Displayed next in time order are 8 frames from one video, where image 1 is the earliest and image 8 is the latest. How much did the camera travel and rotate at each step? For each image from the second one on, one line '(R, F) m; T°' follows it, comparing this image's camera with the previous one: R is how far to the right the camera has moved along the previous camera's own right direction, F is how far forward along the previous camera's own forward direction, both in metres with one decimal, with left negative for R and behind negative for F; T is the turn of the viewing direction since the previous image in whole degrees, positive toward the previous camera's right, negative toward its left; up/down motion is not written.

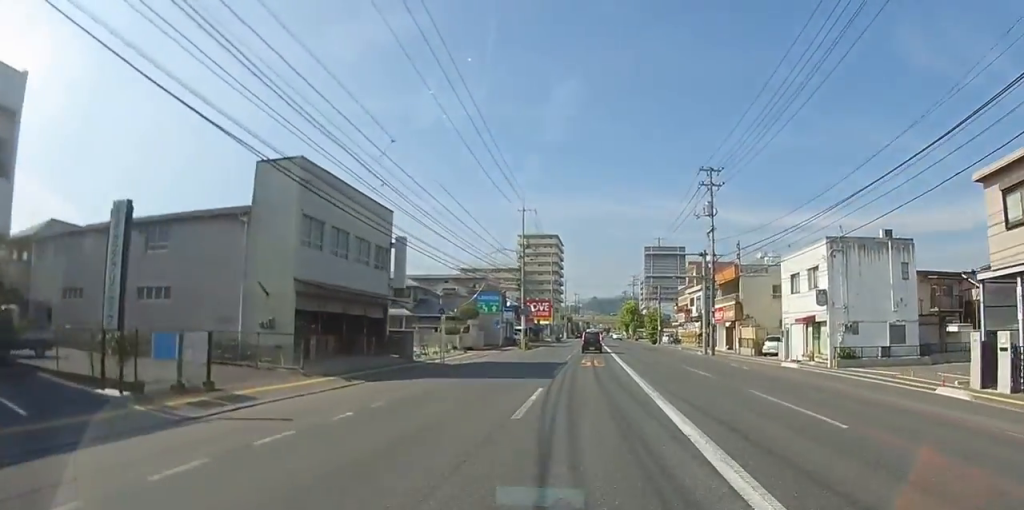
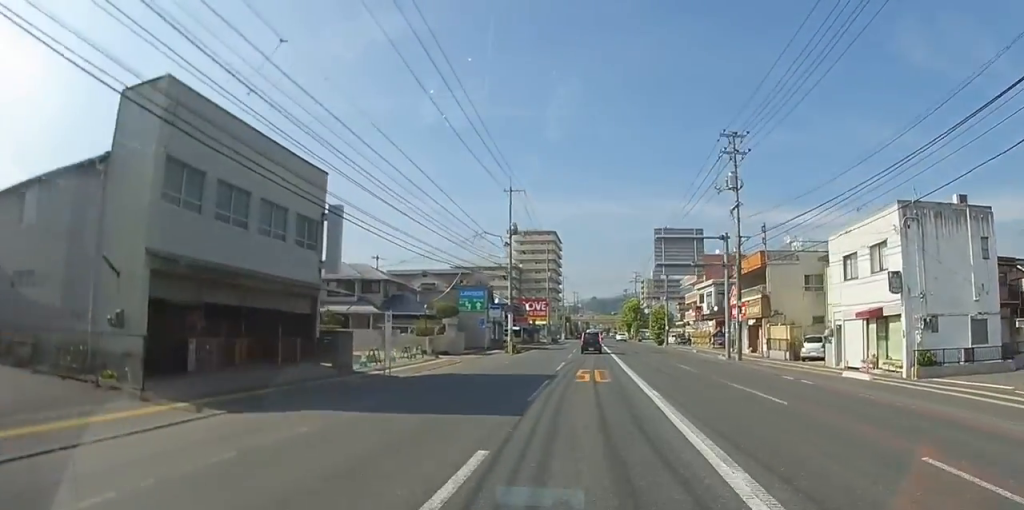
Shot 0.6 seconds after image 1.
(0.0, +7.5) m; 0°
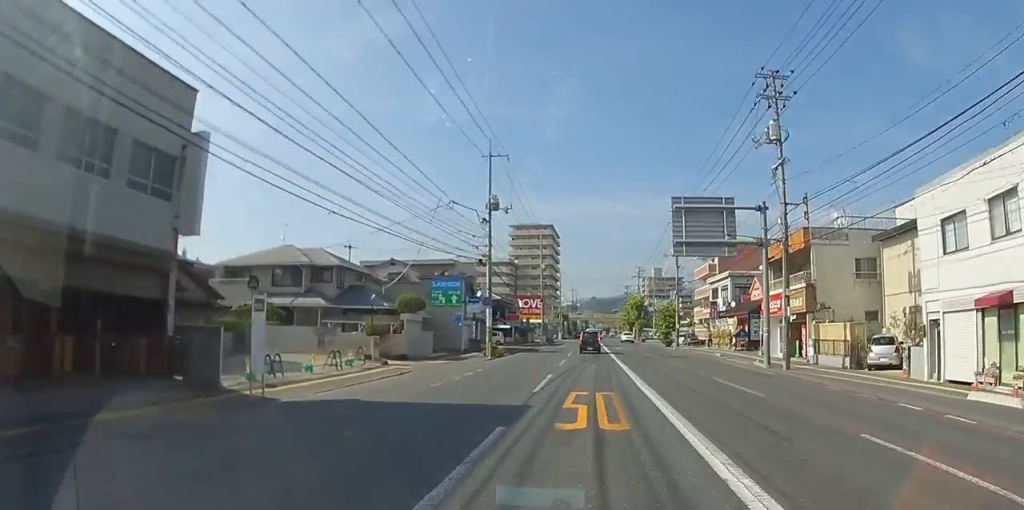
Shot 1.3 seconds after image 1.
(0.0, +8.3) m; 0°
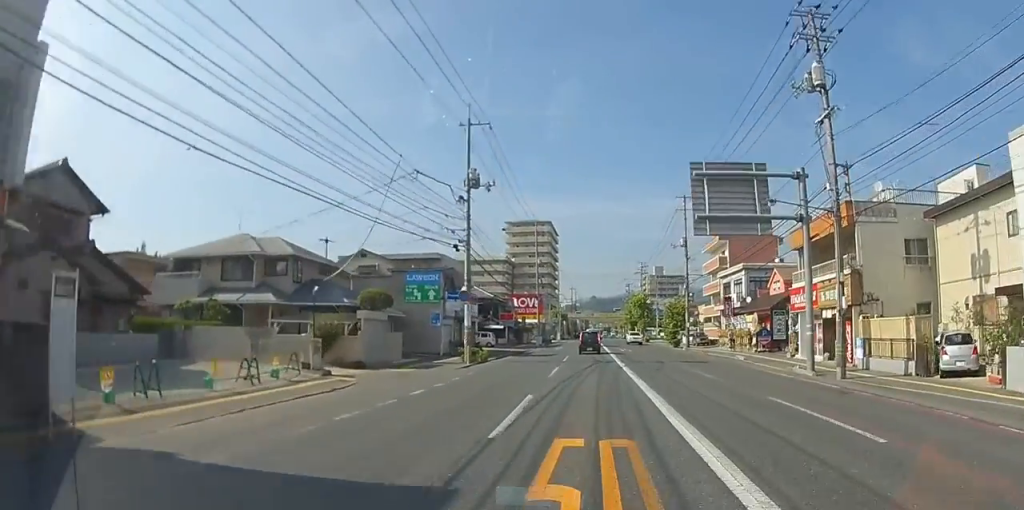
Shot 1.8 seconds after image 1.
(0.0, +5.9) m; 0°
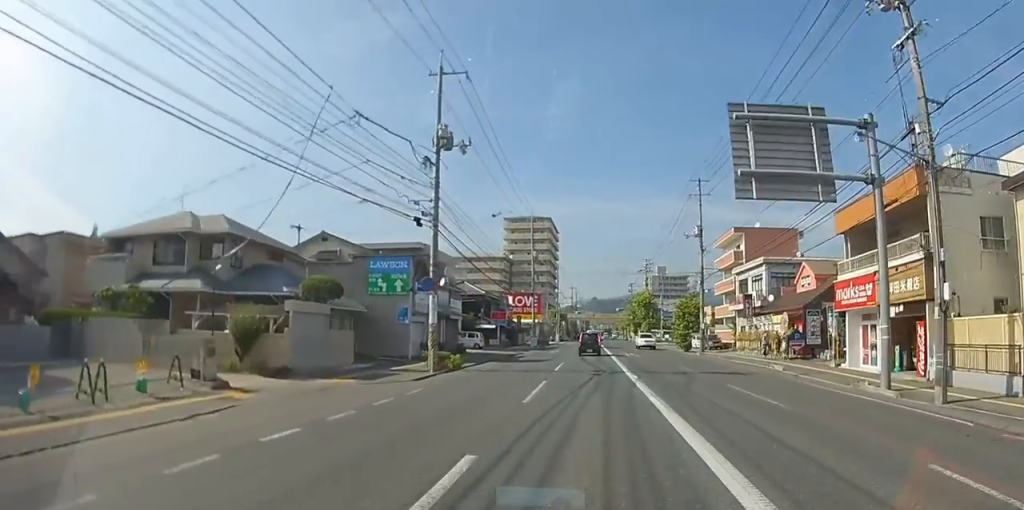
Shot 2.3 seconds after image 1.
(0.0, +5.9) m; 0°
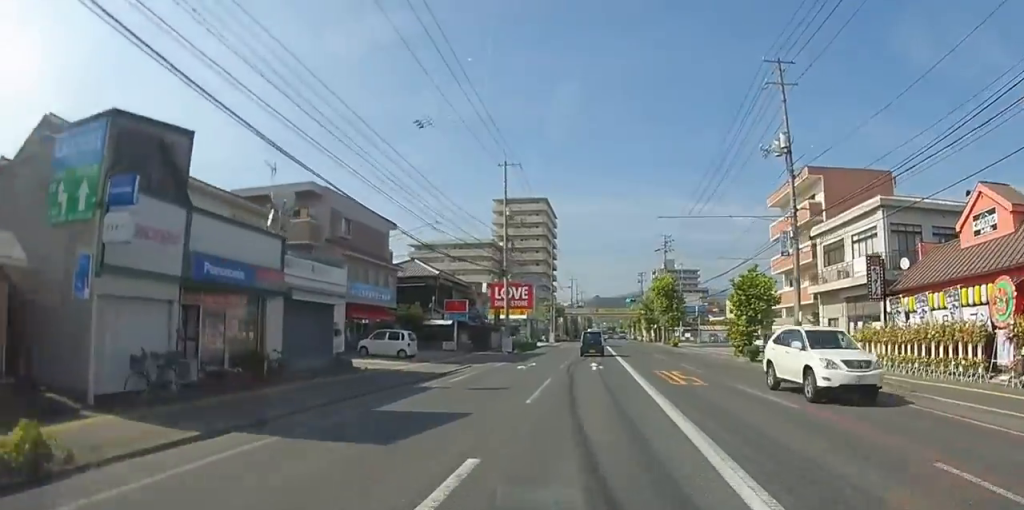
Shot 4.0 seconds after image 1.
(+0.1, +20.0) m; 0°
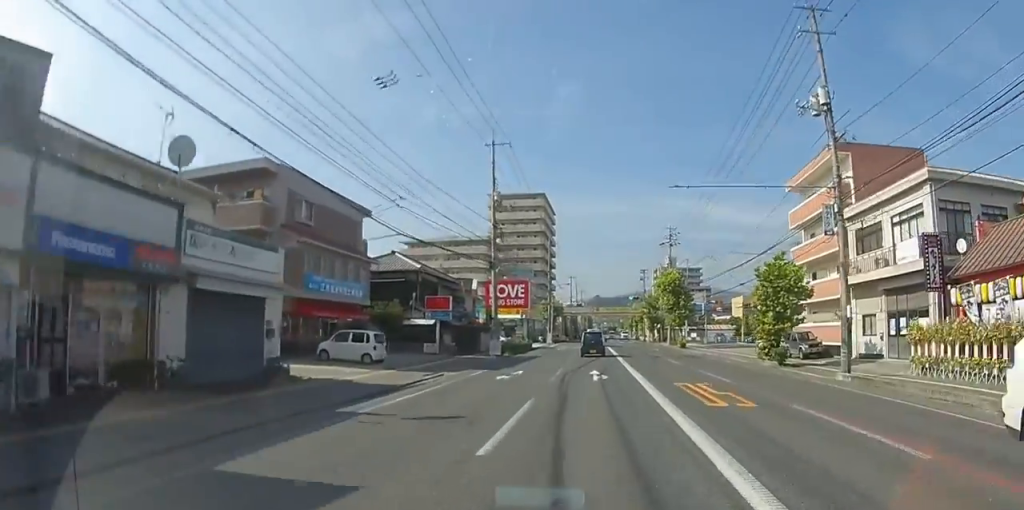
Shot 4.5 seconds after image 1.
(0.0, +5.1) m; 0°
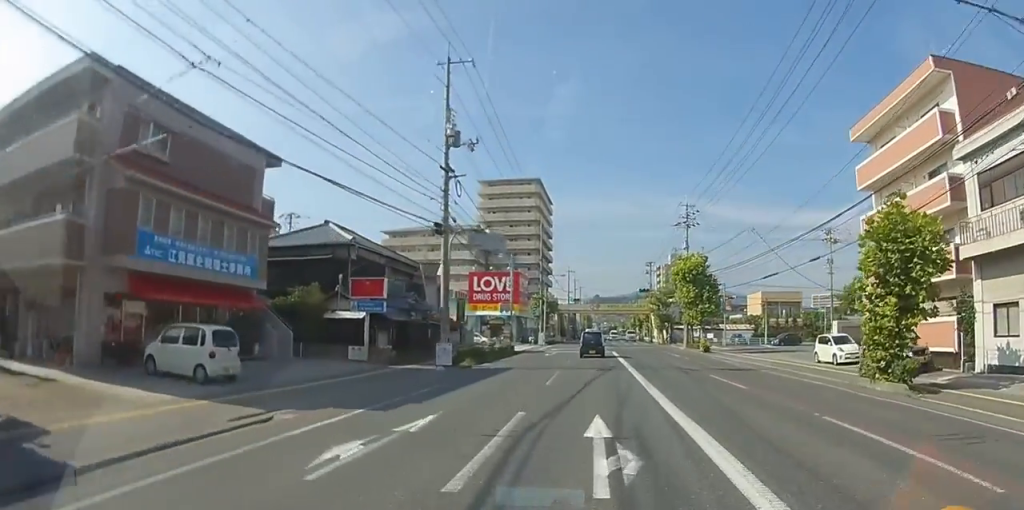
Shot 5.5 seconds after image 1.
(0.0, +11.6) m; 0°
